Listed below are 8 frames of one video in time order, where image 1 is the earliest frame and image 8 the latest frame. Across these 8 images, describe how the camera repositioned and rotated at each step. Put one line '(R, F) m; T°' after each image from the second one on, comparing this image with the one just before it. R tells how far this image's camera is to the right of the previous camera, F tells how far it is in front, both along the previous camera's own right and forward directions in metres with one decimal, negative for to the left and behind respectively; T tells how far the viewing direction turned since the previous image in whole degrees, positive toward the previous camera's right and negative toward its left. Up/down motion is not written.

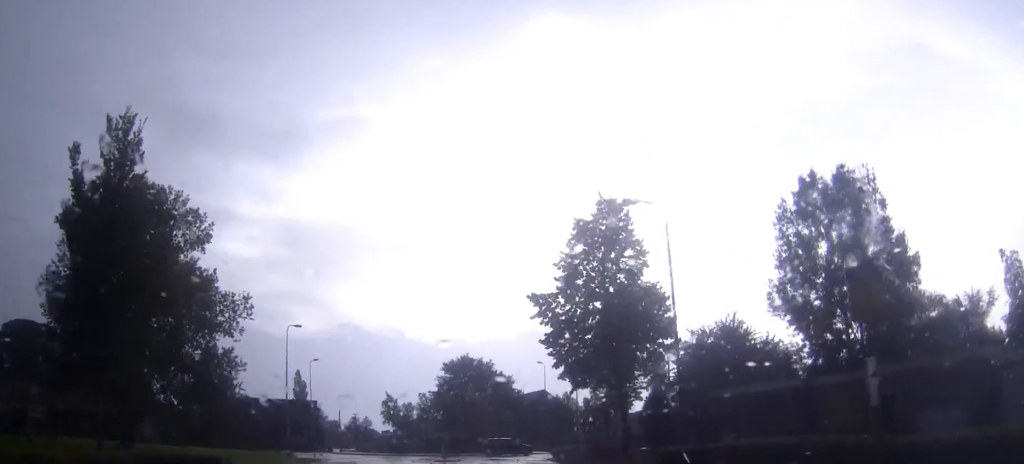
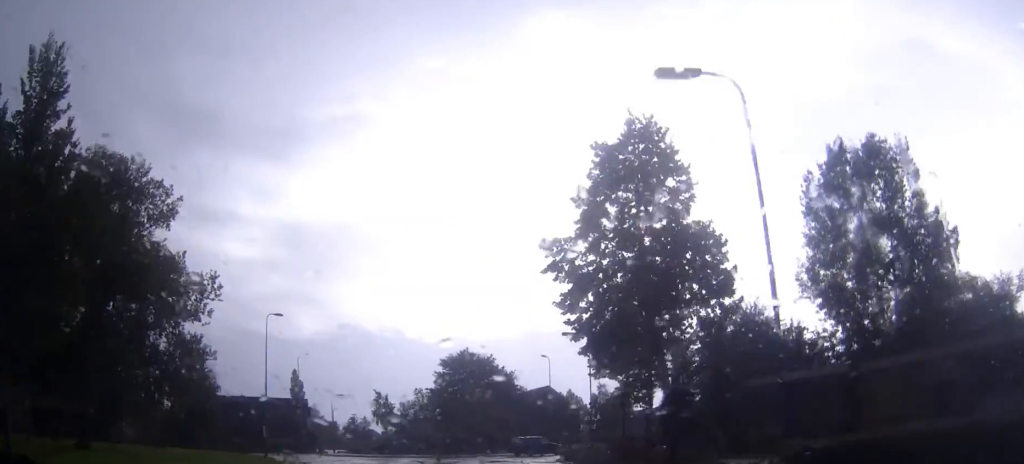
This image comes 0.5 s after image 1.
(0.0, +5.7) m; 0°
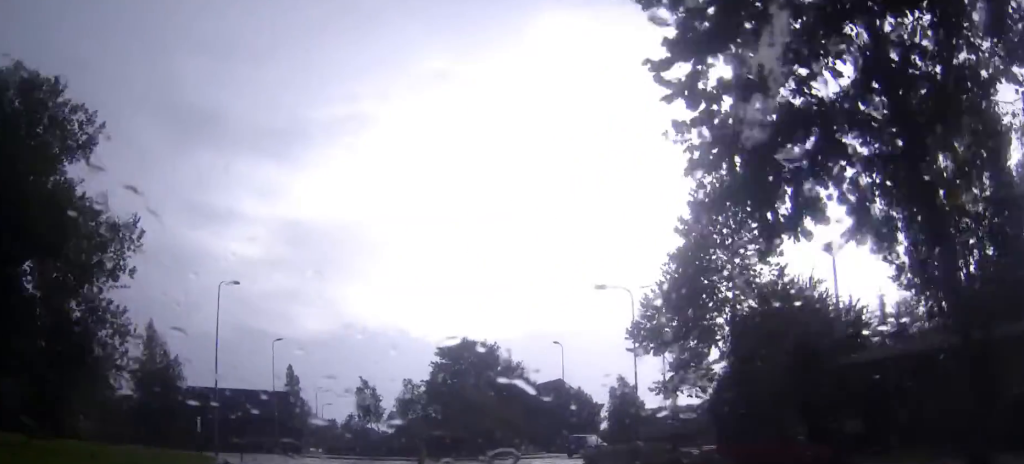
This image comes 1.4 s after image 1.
(-0.1, +10.8) m; -1°
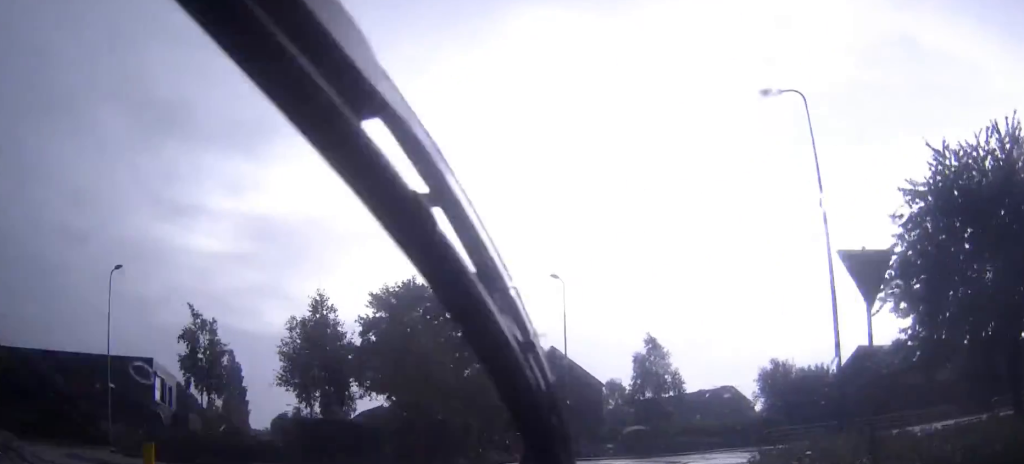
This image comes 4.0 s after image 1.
(+0.1, +27.5) m; +3°
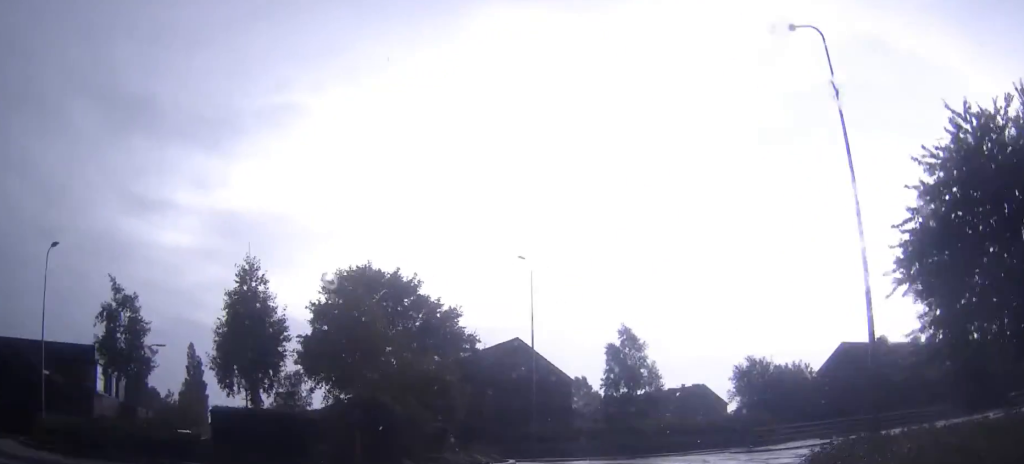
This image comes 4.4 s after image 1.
(+0.1, +4.0) m; +3°
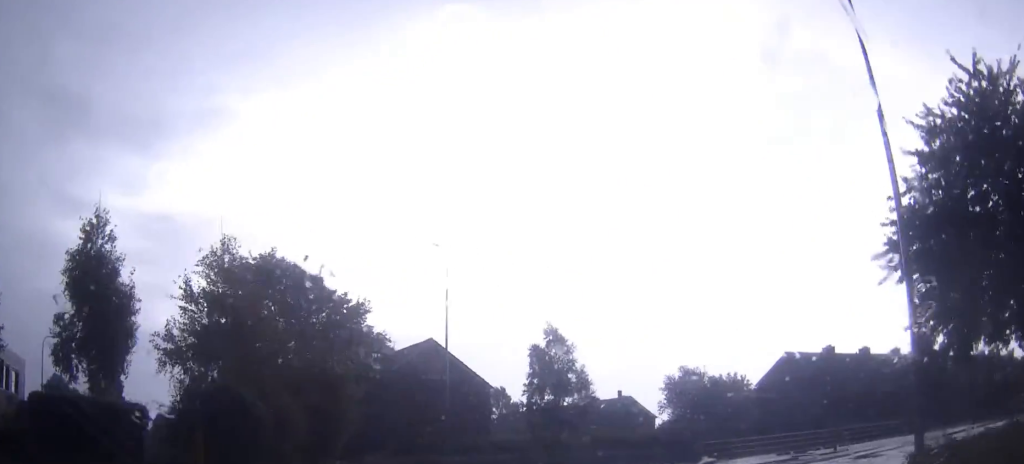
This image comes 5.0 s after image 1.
(+0.1, +5.0) m; +4°
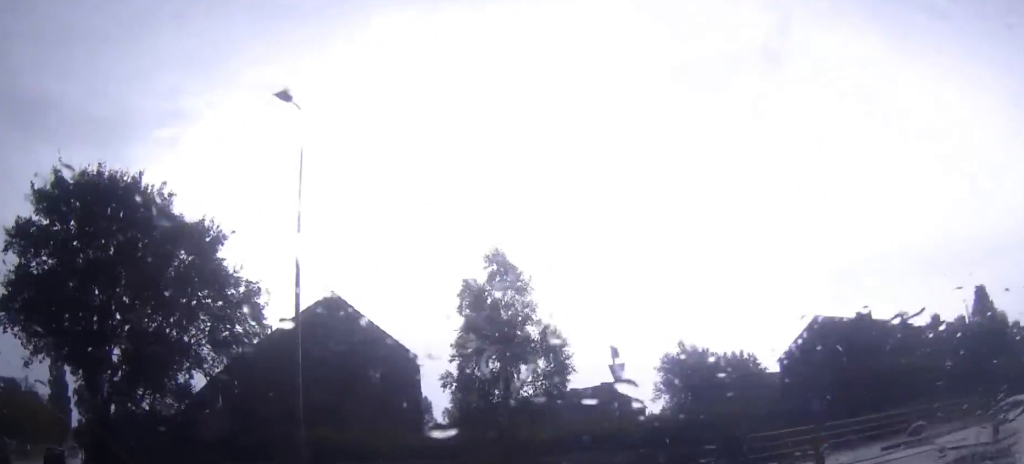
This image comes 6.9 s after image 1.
(+1.3, +15.6) m; -1°
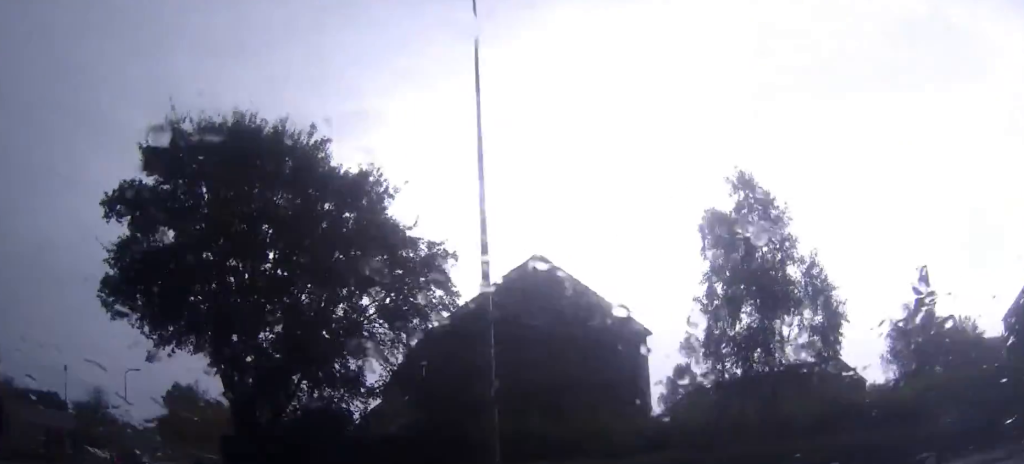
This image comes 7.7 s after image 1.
(-0.6, +5.8) m; -14°
